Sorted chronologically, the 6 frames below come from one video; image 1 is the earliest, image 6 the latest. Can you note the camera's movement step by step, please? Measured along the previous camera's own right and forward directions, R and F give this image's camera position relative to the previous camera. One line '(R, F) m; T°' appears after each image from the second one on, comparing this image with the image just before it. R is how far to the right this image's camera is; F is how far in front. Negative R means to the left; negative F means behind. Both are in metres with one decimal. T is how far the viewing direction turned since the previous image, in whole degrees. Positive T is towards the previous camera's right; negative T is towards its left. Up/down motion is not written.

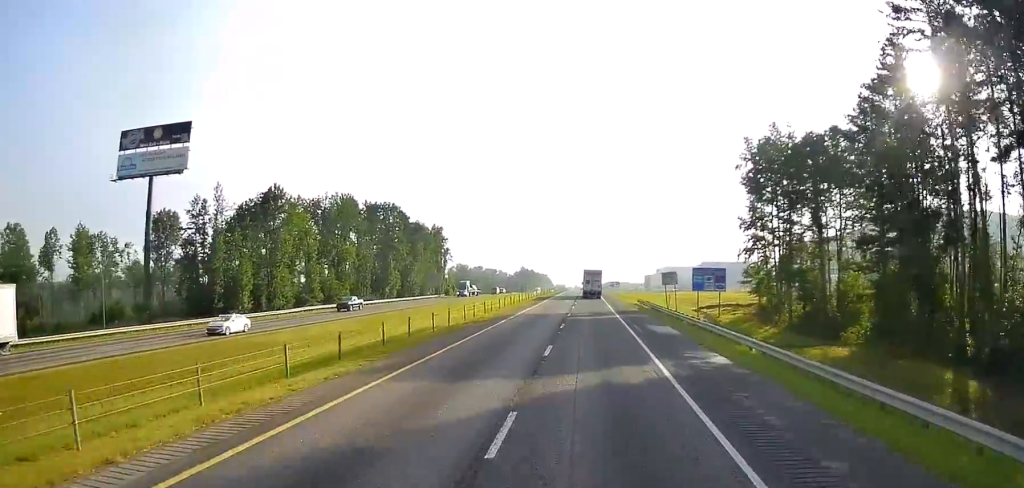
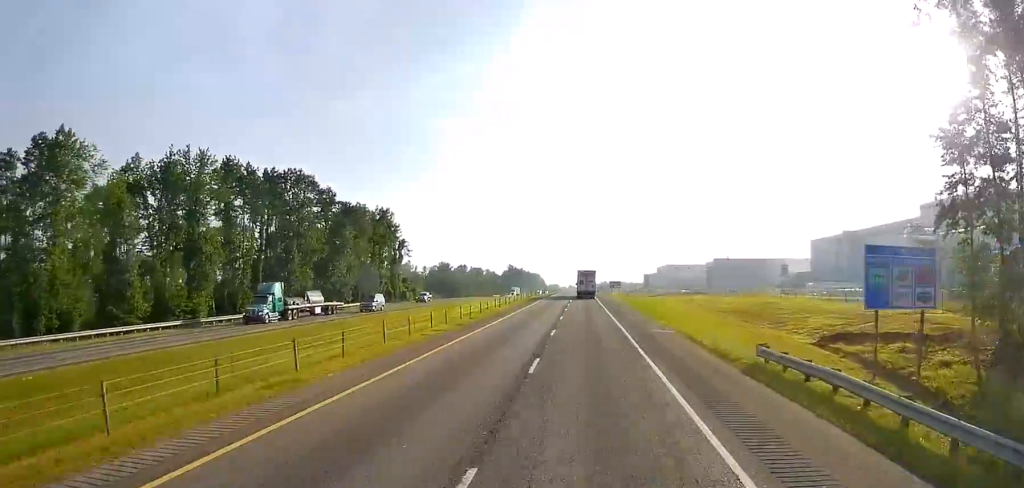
(+0.1, +53.0) m; +1°
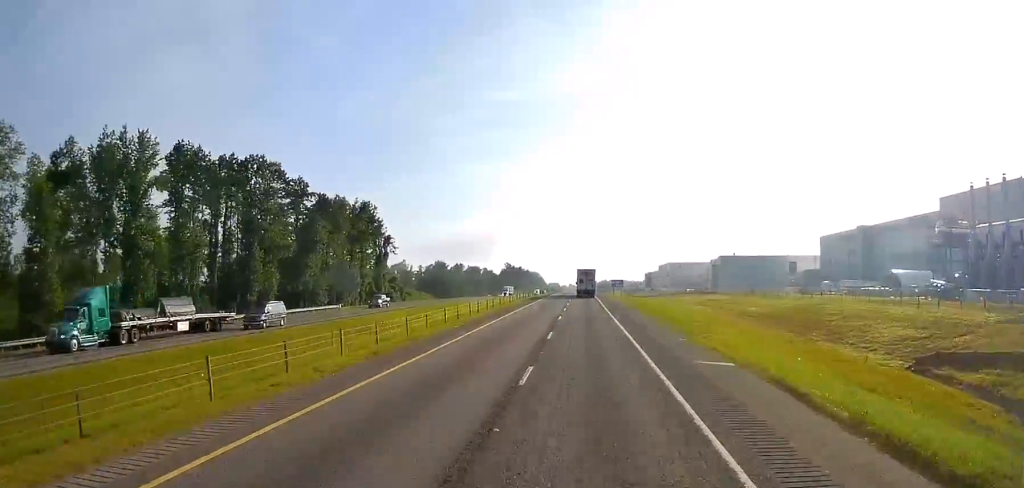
(+0.2, +14.1) m; 0°
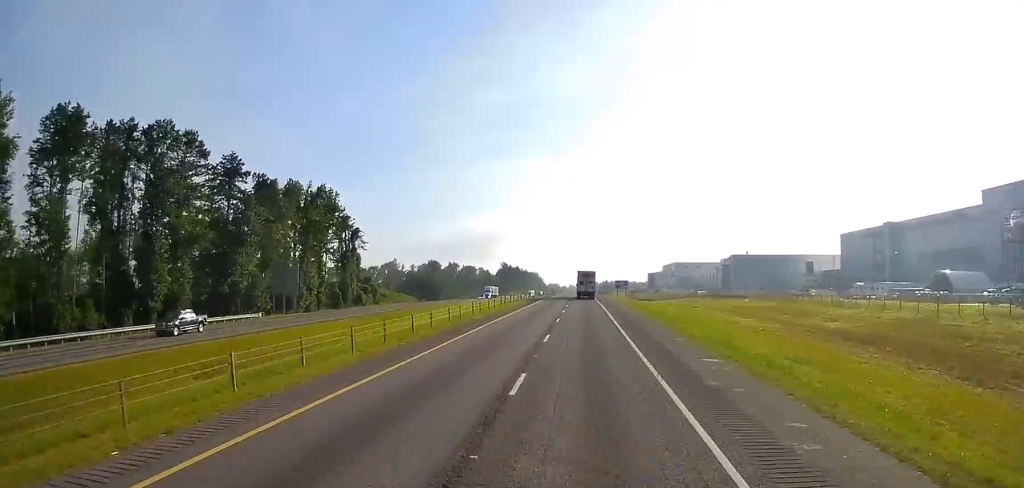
(-0.1, +25.8) m; 0°
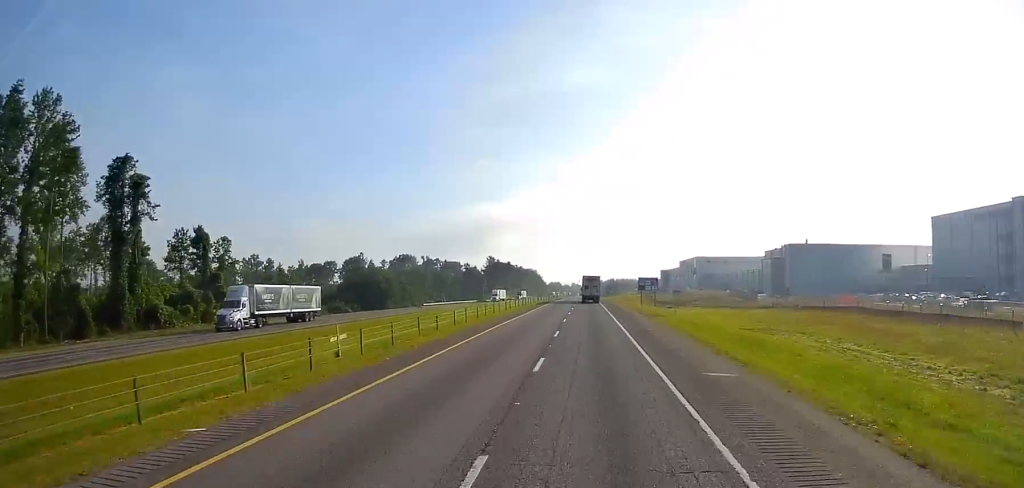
(-0.4, +81.0) m; -1°
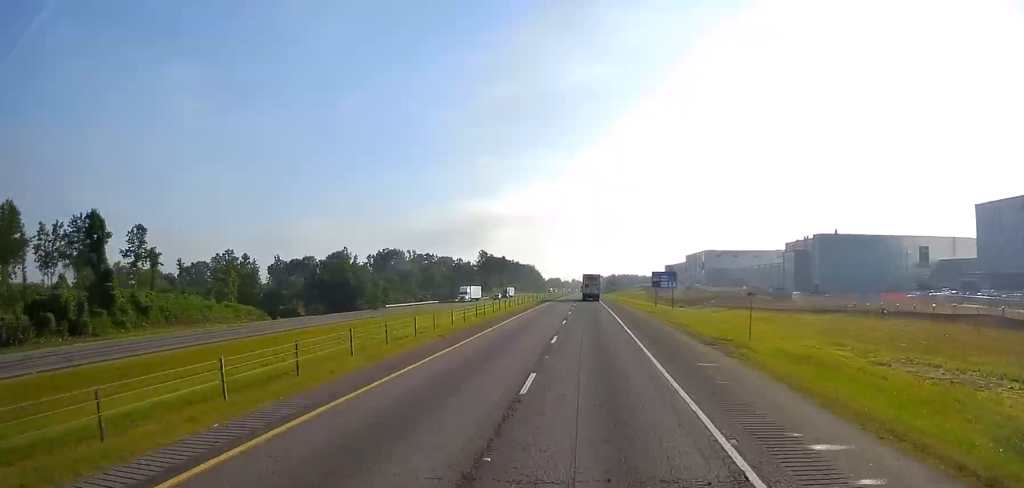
(+0.2, +28.3) m; +1°
